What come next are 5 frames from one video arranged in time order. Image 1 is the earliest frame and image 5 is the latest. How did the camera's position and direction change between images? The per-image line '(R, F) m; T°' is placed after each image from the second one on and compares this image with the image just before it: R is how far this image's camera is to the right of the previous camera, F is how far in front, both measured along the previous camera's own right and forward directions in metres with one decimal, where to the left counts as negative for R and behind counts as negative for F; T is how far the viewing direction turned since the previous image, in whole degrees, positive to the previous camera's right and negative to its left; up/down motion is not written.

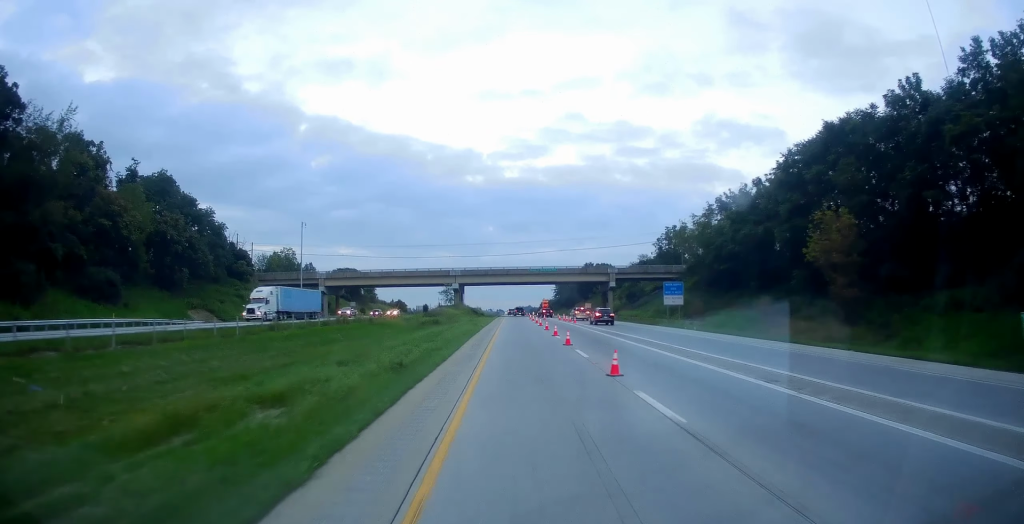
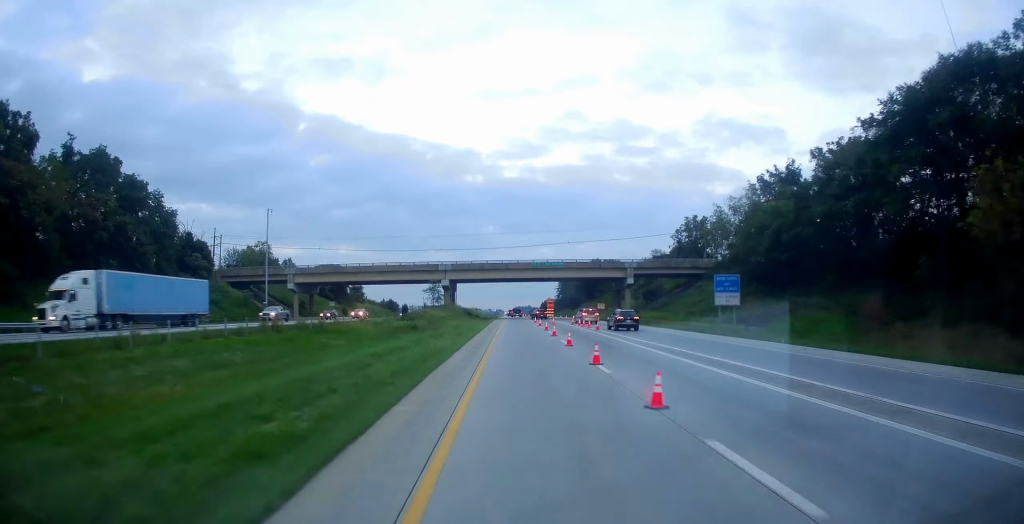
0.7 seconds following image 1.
(+0.1, +17.1) m; 0°
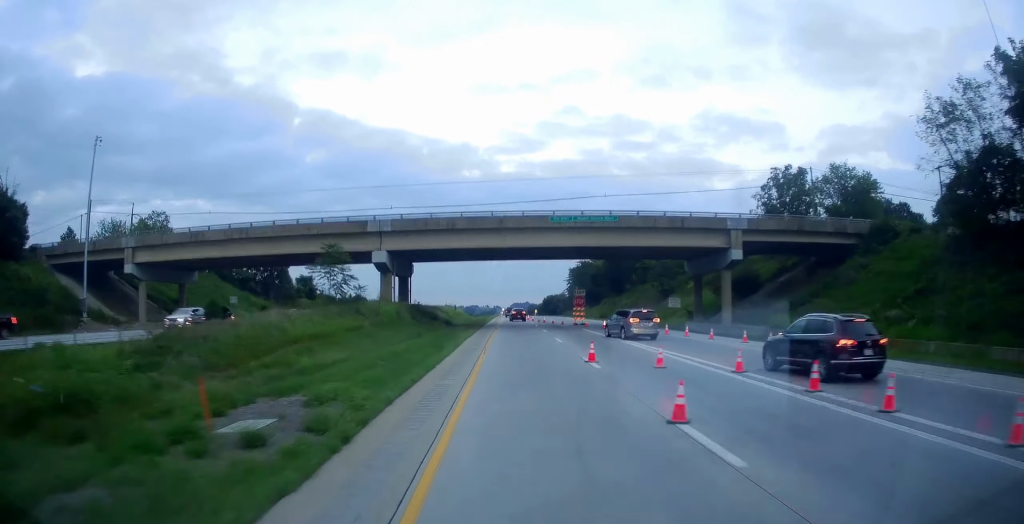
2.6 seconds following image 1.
(-1.1, +46.9) m; 0°
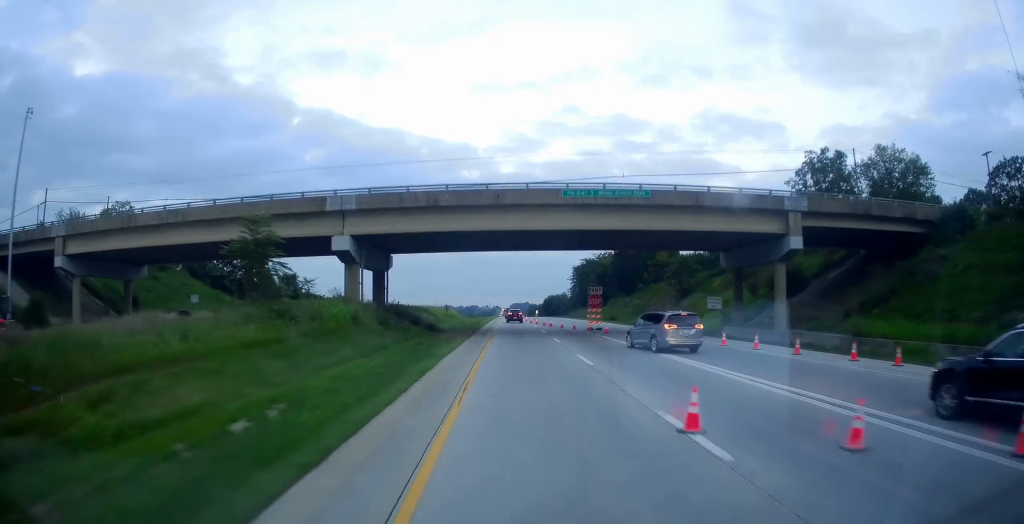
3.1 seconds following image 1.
(+0.3, +11.3) m; +1°
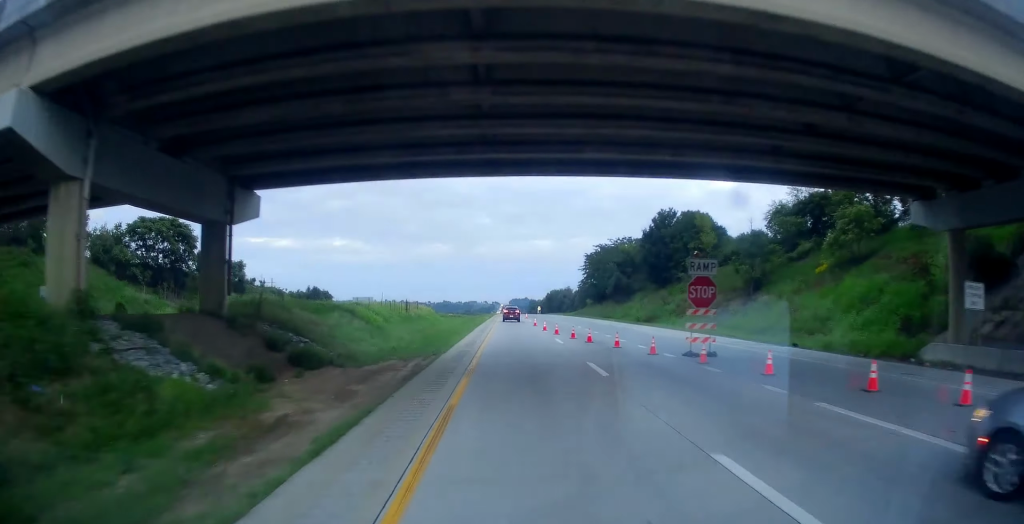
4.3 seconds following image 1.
(+0.3, +28.1) m; +1°
